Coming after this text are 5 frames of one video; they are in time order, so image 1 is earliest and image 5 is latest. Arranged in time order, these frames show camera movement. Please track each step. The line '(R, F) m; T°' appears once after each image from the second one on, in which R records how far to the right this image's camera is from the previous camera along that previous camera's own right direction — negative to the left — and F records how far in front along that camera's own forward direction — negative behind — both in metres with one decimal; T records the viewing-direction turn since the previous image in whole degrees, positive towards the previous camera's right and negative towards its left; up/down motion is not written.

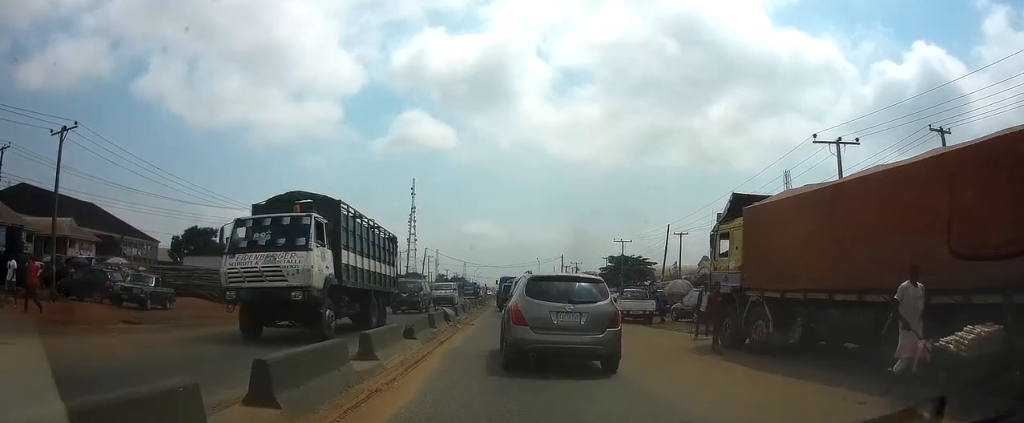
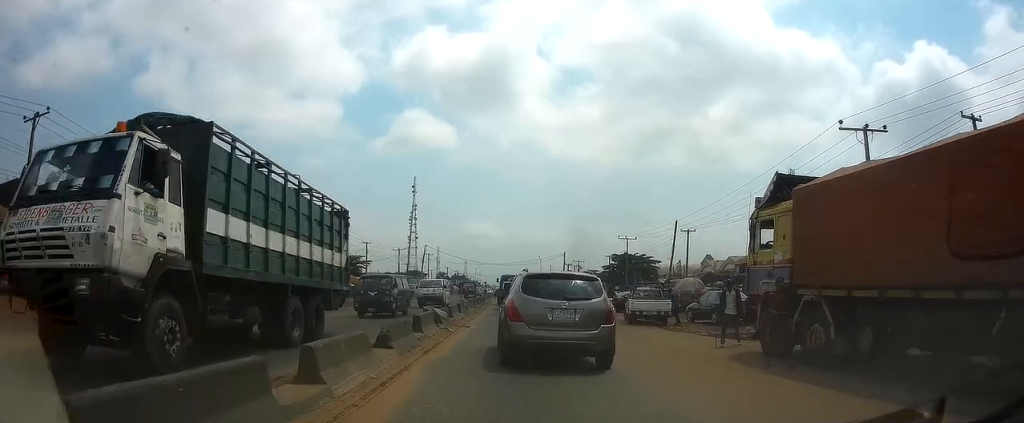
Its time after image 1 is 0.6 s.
(0.0, +2.3) m; 0°
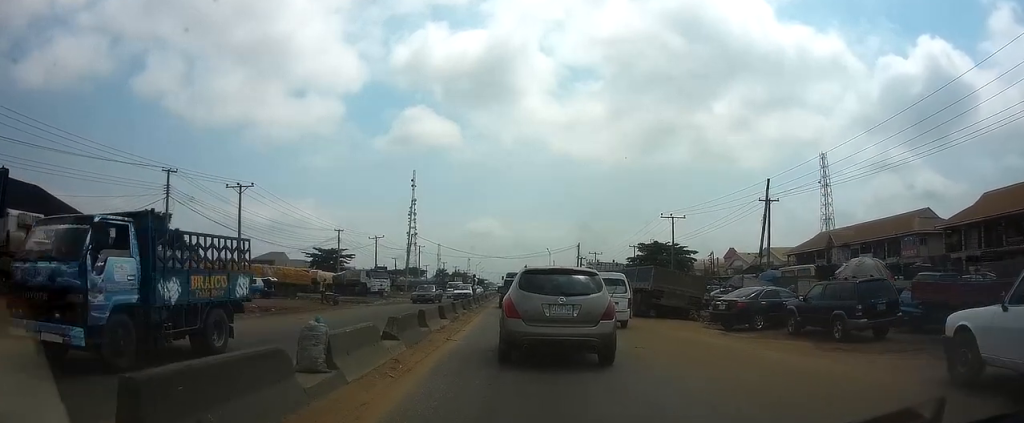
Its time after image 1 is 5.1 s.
(-0.1, +20.4) m; -2°
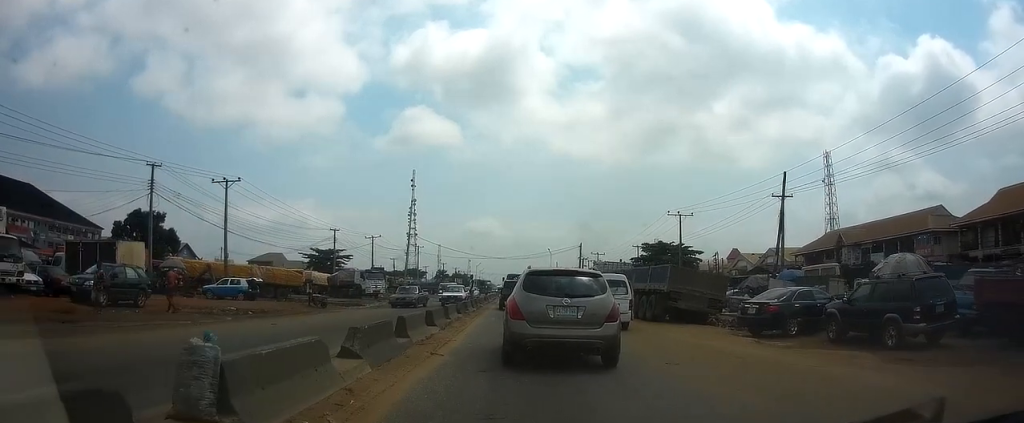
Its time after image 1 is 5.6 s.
(0.0, +2.4) m; 0°
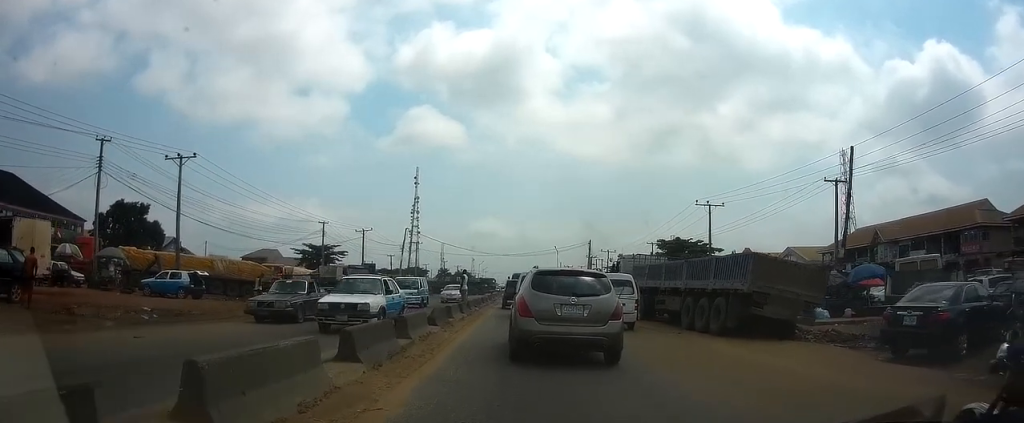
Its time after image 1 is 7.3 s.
(+0.1, +7.7) m; +1°
